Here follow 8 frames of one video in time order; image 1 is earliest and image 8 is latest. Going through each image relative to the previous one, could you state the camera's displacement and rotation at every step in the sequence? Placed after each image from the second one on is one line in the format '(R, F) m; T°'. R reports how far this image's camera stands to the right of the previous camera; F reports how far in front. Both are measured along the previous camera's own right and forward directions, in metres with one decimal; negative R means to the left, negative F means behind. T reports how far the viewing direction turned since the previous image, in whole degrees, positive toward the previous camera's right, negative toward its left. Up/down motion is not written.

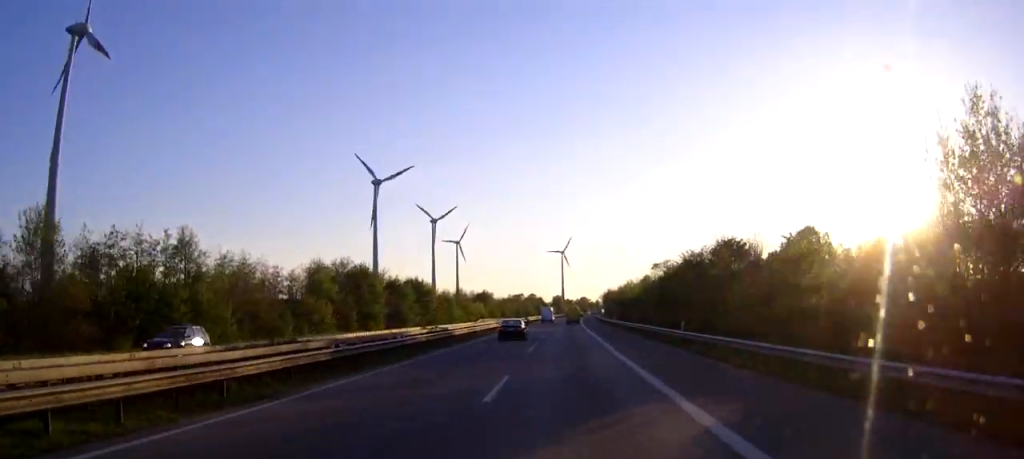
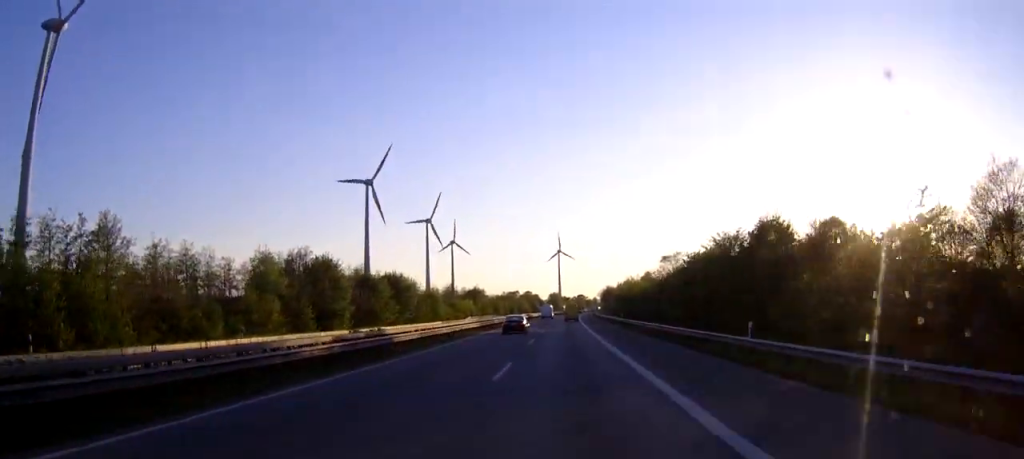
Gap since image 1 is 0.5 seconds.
(+0.1, +17.0) m; 0°
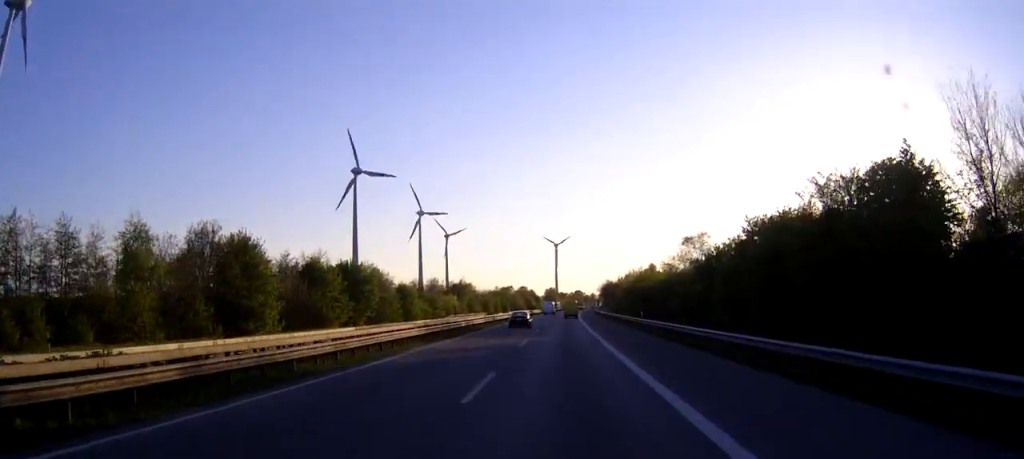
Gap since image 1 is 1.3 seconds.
(+0.1, +26.6) m; 0°
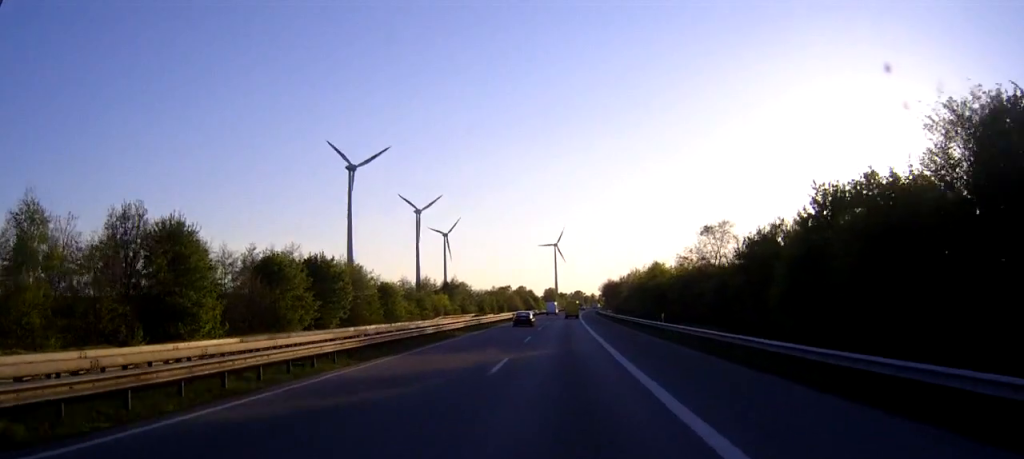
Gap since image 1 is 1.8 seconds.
(0.0, +15.0) m; 0°
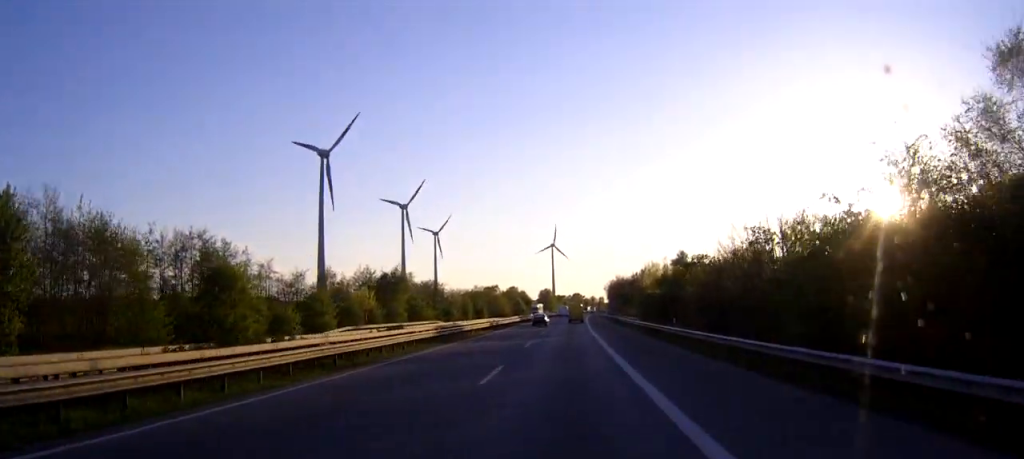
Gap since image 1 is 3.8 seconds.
(+0.2, +63.2) m; 0°
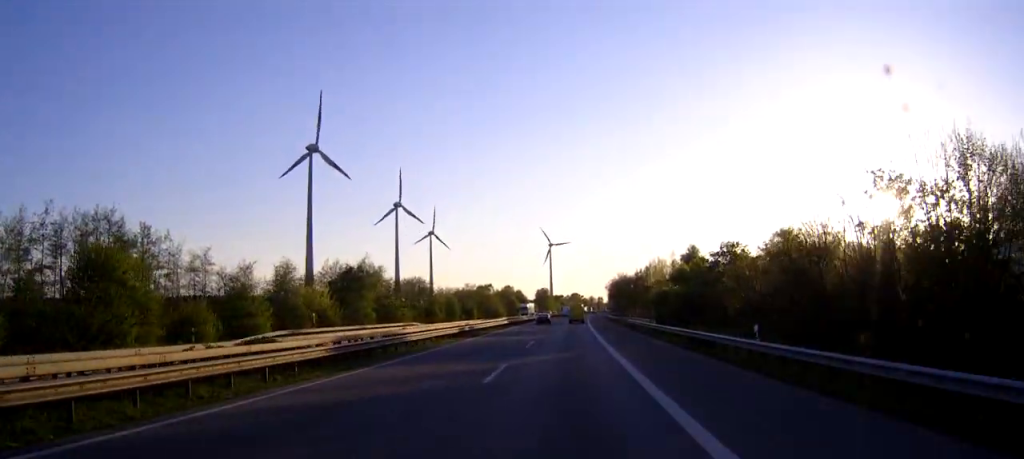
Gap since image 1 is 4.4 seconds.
(0.0, +18.8) m; 0°
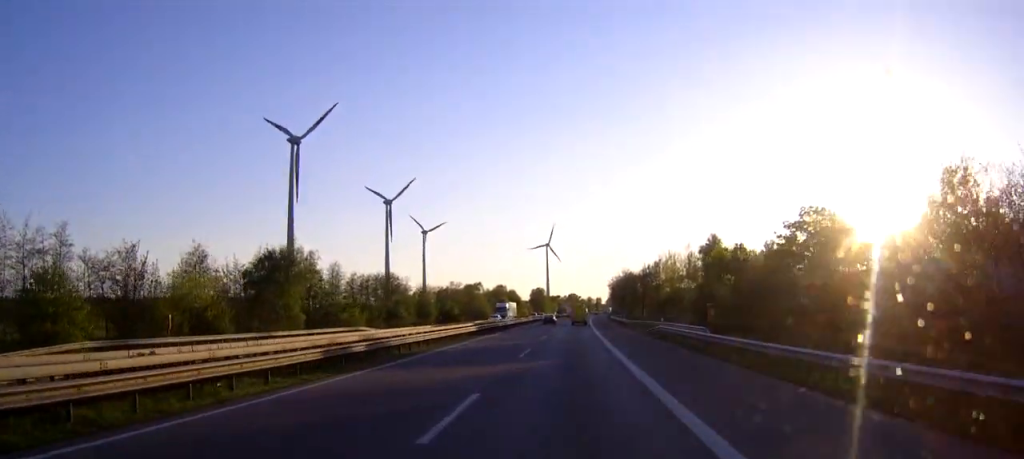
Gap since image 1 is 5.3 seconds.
(+0.1, +27.2) m; 0°
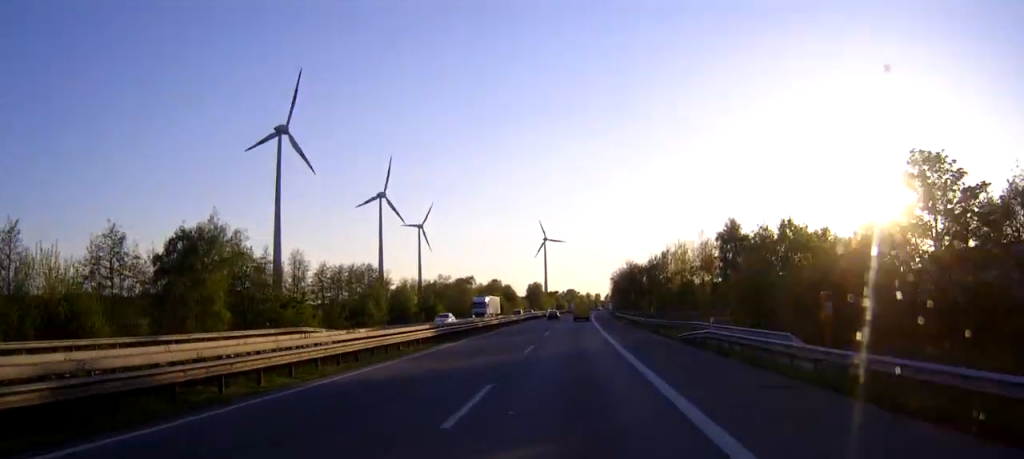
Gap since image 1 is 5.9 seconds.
(0.0, +17.2) m; 0°
